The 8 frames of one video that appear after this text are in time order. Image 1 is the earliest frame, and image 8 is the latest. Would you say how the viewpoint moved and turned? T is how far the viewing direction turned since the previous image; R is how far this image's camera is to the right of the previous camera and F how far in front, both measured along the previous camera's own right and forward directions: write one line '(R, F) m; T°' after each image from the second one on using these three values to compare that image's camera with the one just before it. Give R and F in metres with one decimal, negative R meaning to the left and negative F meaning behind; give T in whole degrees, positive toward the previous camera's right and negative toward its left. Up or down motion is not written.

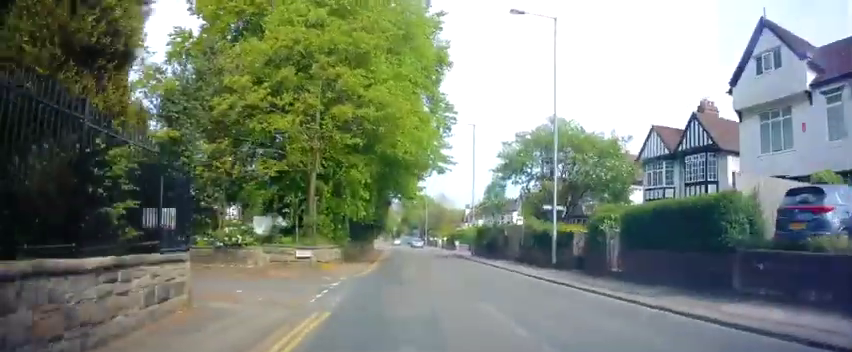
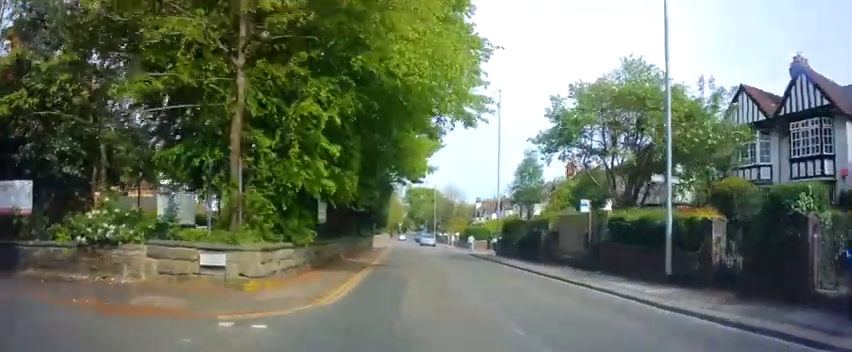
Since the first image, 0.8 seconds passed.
(0.0, +9.4) m; -1°
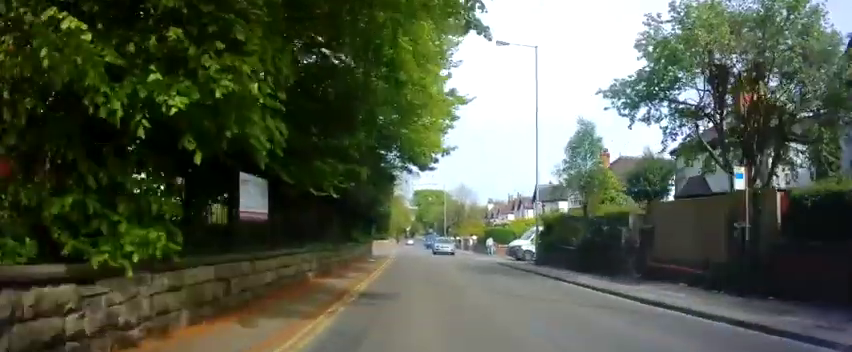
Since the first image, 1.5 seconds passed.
(+0.1, +8.6) m; -2°
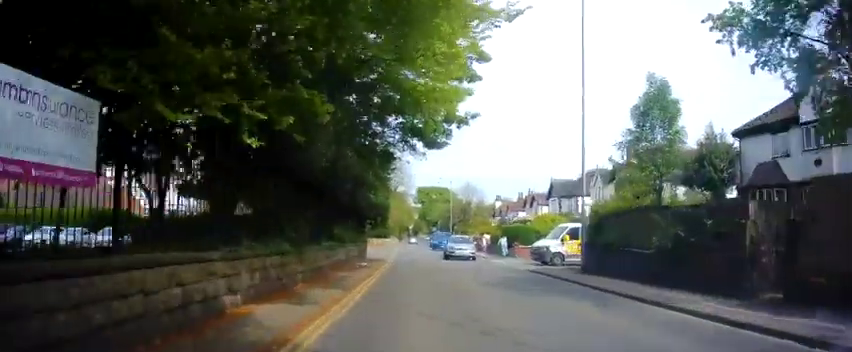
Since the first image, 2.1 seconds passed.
(-0.3, +6.2) m; -2°
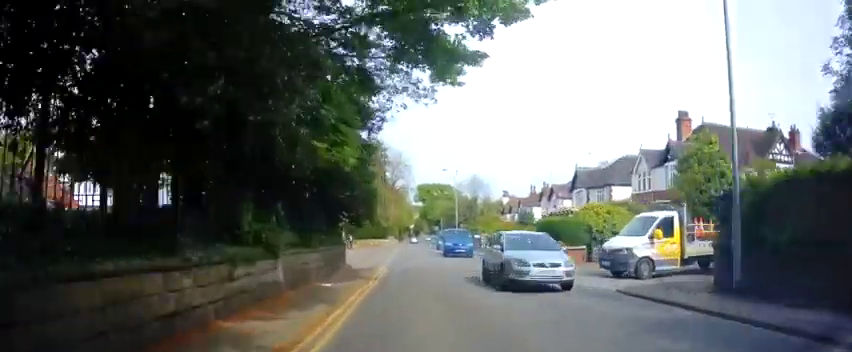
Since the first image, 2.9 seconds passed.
(-0.1, +9.2) m; -1°
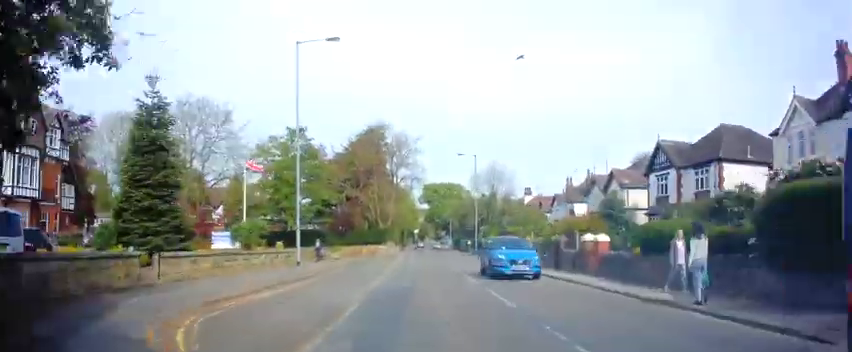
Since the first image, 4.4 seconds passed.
(+0.1, +17.6) m; +2°
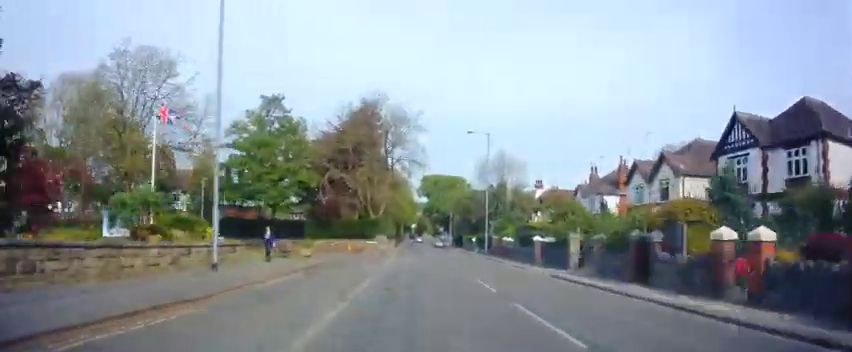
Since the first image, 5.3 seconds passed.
(+0.3, +10.2) m; +1°
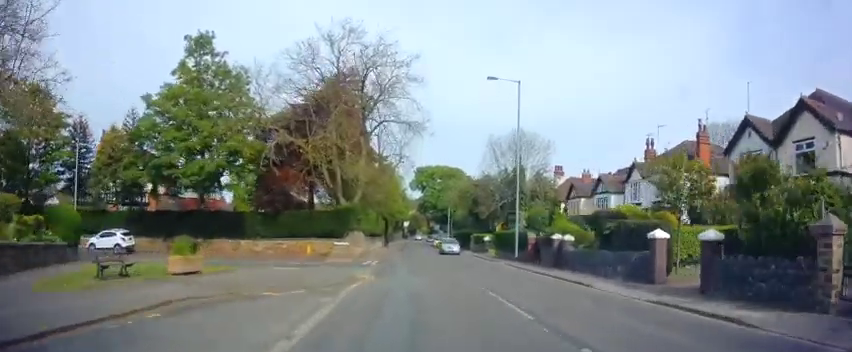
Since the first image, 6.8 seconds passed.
(-0.3, +16.2) m; -1°
